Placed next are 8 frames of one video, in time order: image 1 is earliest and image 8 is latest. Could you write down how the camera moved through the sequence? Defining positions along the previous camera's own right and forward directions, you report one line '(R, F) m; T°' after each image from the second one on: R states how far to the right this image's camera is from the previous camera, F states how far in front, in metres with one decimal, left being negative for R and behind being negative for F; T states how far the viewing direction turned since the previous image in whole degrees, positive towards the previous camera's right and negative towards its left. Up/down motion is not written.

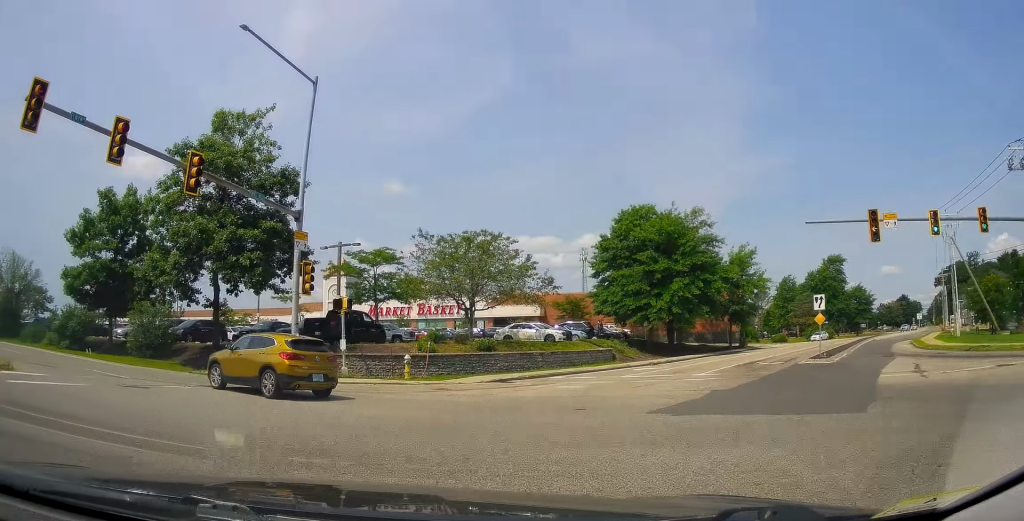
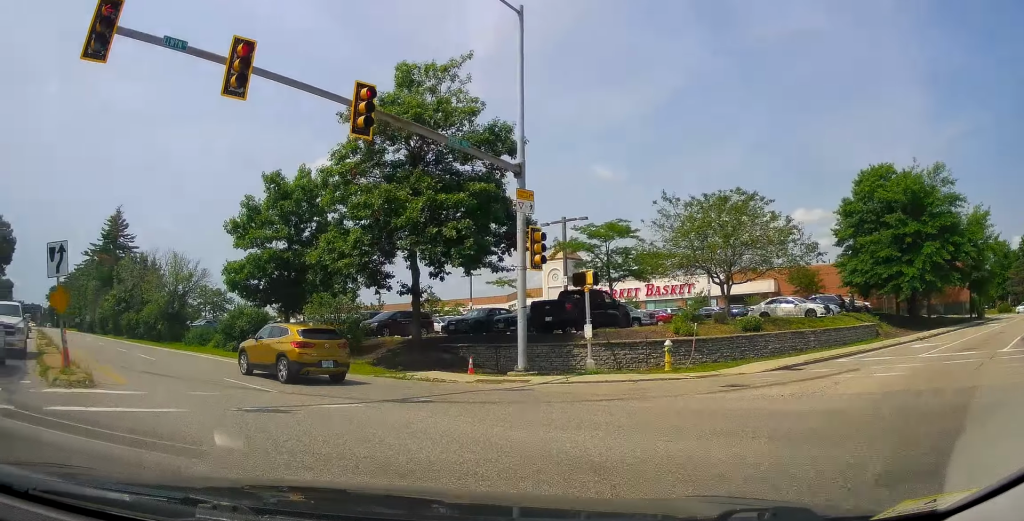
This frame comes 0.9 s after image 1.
(-0.5, +5.3) m; -14°
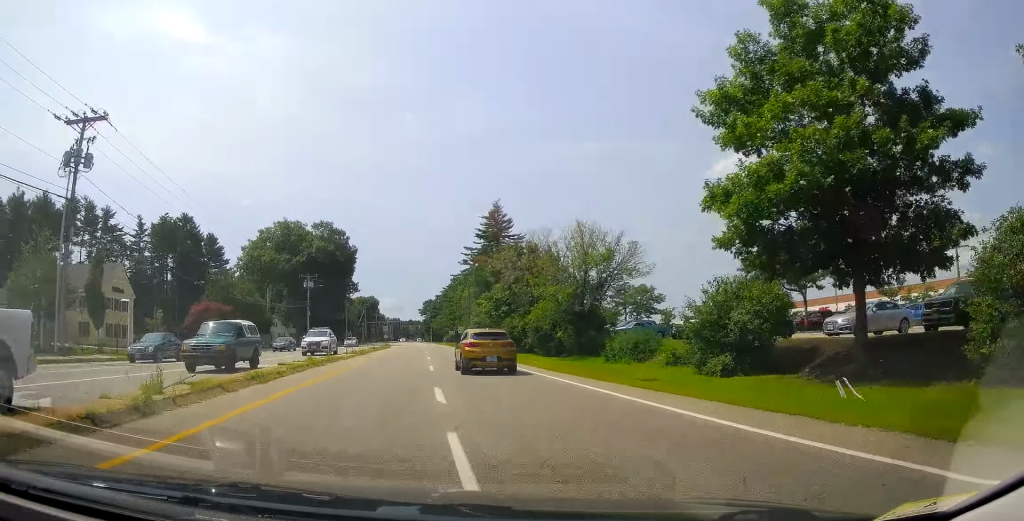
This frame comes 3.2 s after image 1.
(-6.0, +17.9) m; -28°
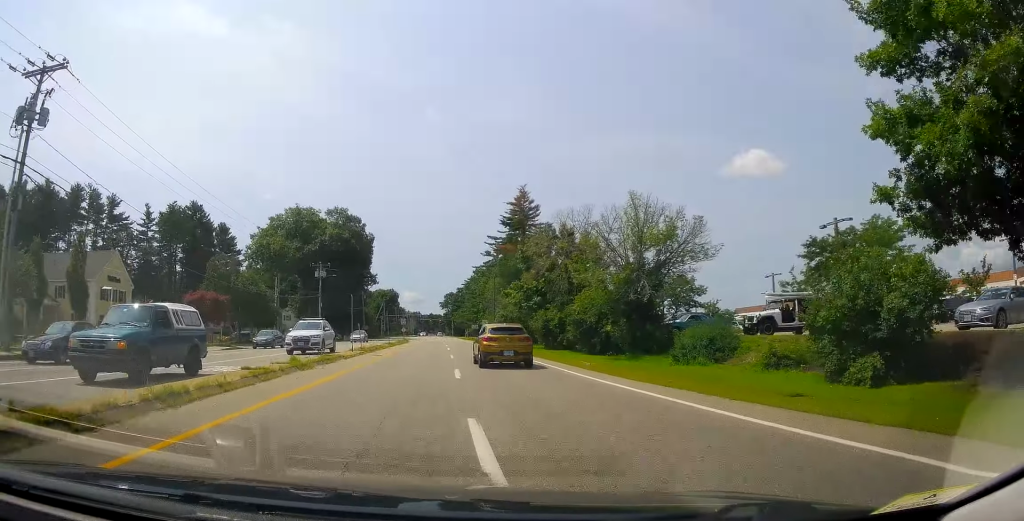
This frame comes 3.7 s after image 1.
(-0.2, +5.8) m; -2°
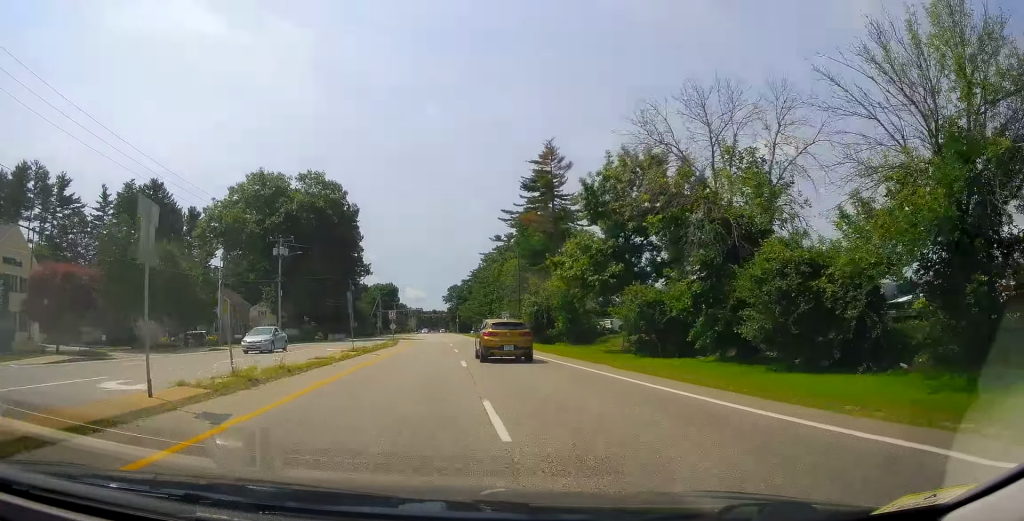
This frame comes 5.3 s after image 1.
(-0.9, +20.4) m; -5°
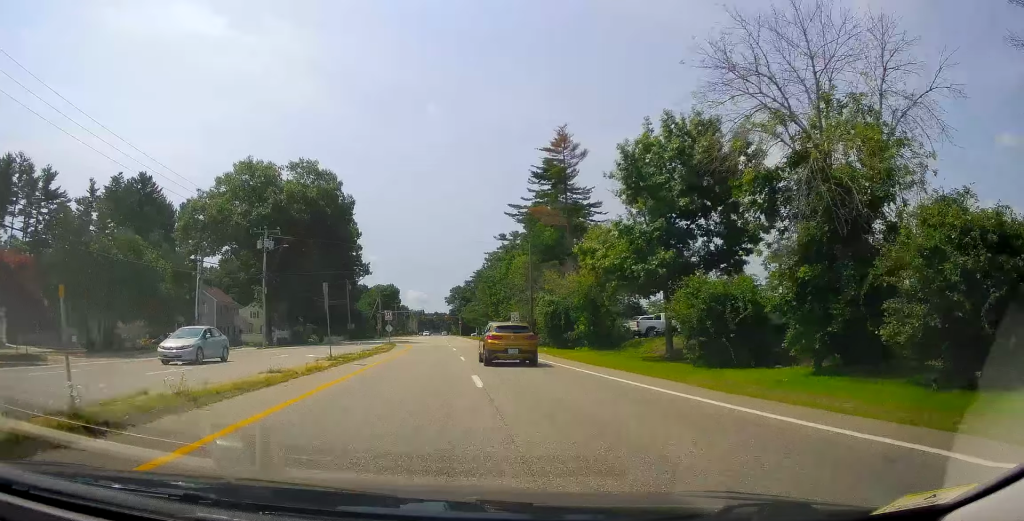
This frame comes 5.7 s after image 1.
(-0.1, +6.2) m; -1°
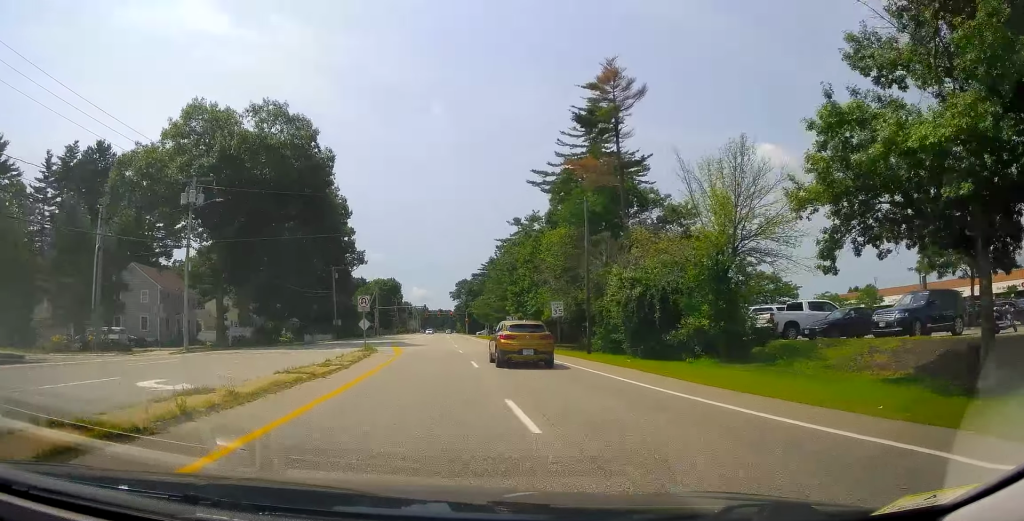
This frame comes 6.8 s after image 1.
(-0.3, +17.8) m; -1°
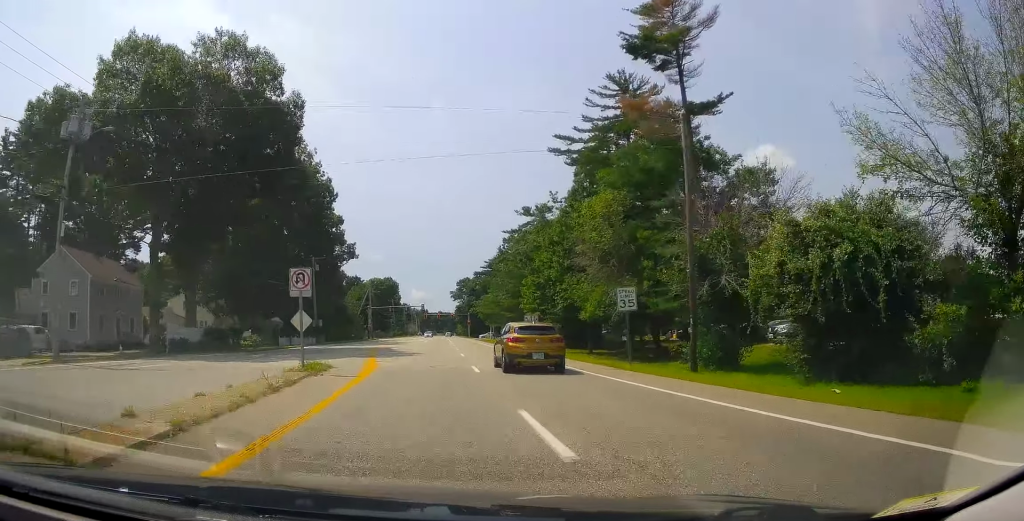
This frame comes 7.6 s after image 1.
(0.0, +13.6) m; +1°
